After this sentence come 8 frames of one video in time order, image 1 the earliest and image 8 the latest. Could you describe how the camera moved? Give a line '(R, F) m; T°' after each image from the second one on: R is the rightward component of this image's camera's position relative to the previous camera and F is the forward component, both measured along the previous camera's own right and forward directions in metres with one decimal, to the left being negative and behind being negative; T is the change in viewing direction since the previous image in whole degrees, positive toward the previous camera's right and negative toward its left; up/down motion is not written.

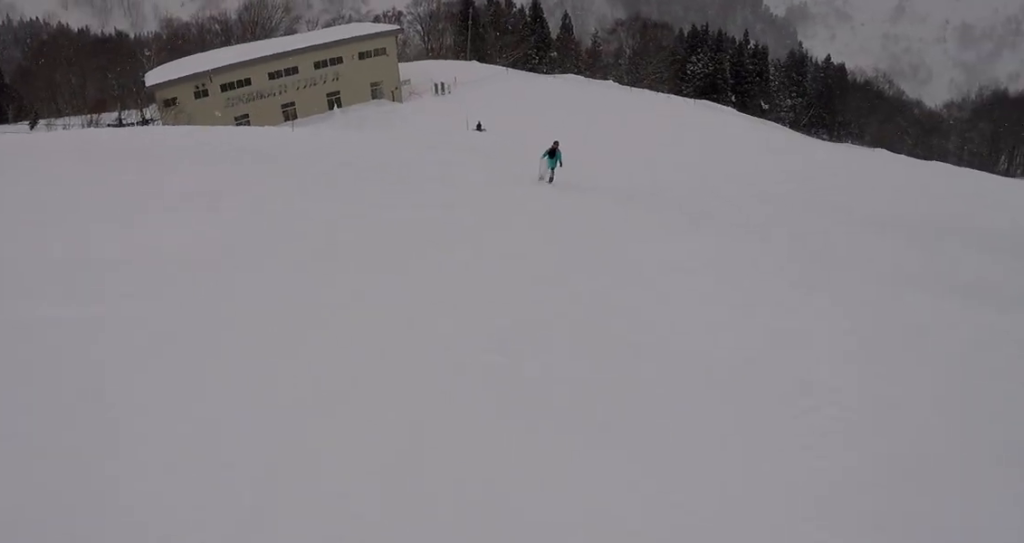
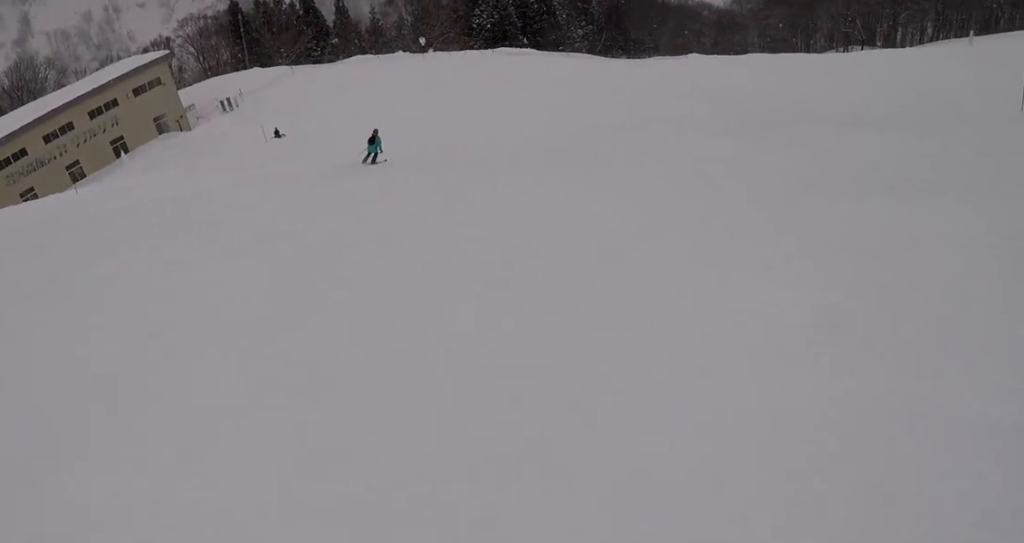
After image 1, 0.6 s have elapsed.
(-0.3, +2.6) m; +4°
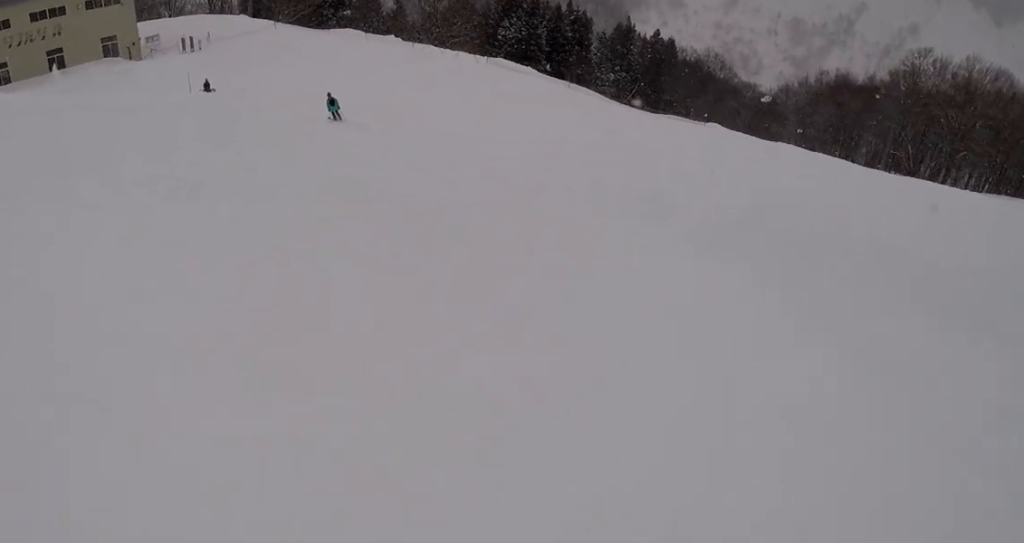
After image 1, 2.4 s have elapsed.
(+4.1, +8.9) m; +22°
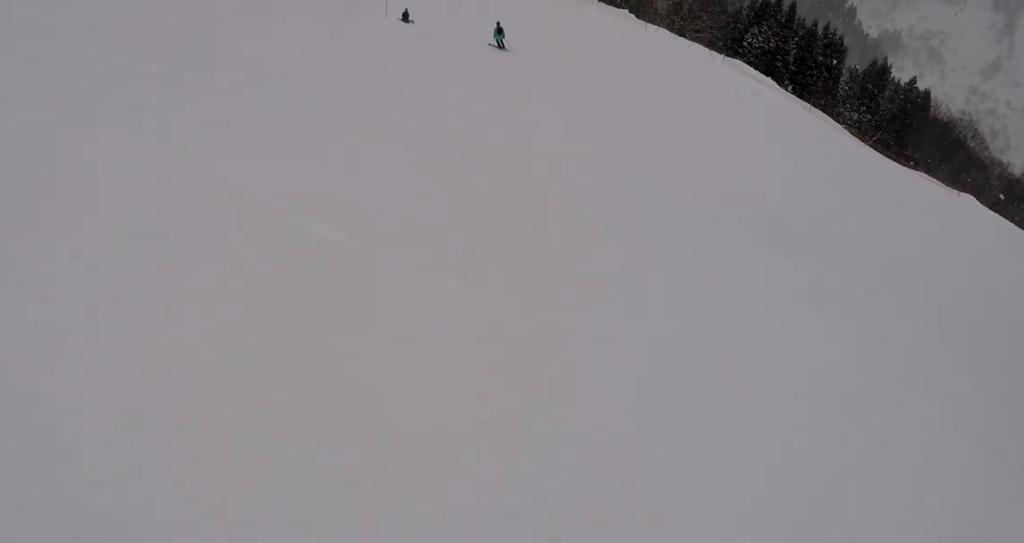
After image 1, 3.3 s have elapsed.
(-1.4, +5.4) m; -25°
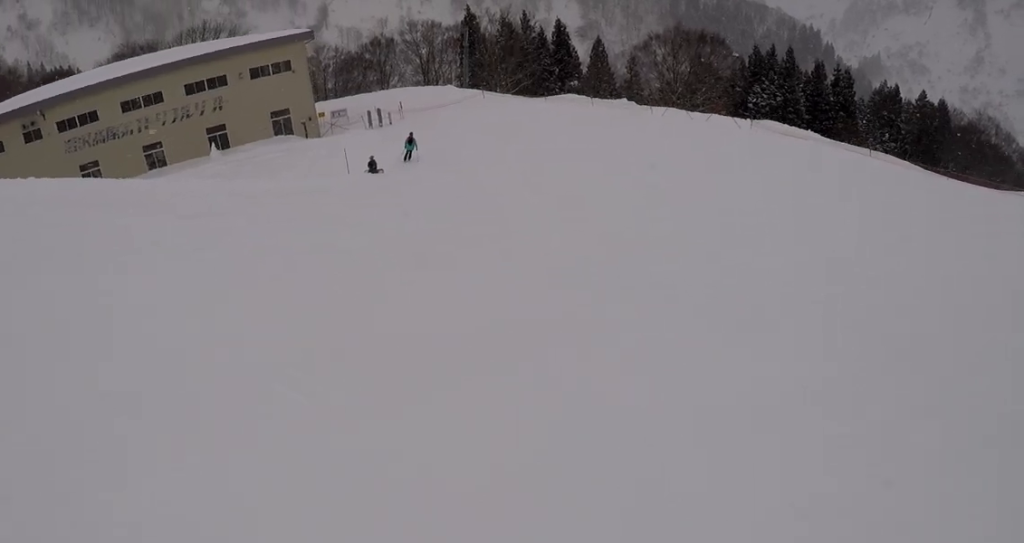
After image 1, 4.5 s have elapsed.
(-1.9, +8.0) m; -10°
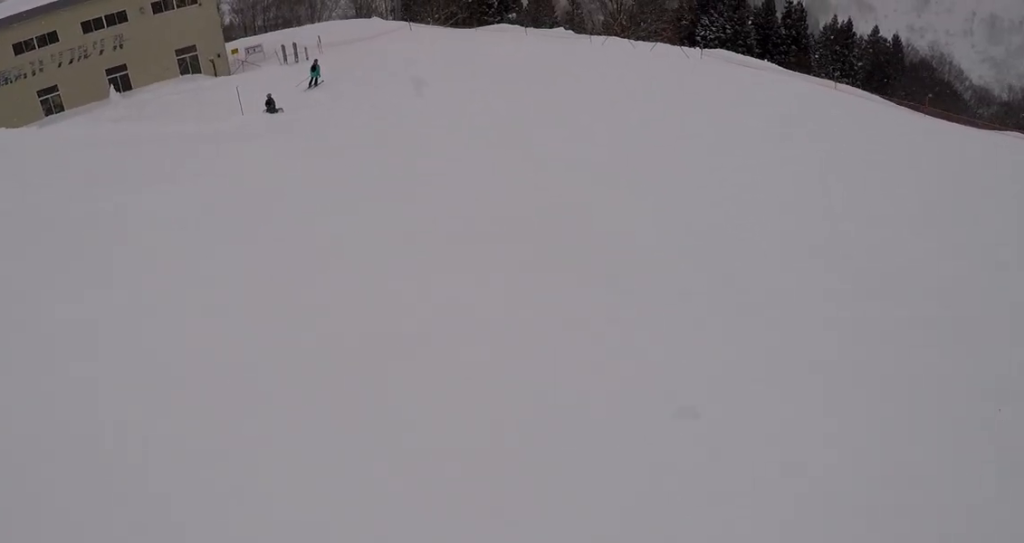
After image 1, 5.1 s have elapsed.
(+0.5, +4.2) m; +2°
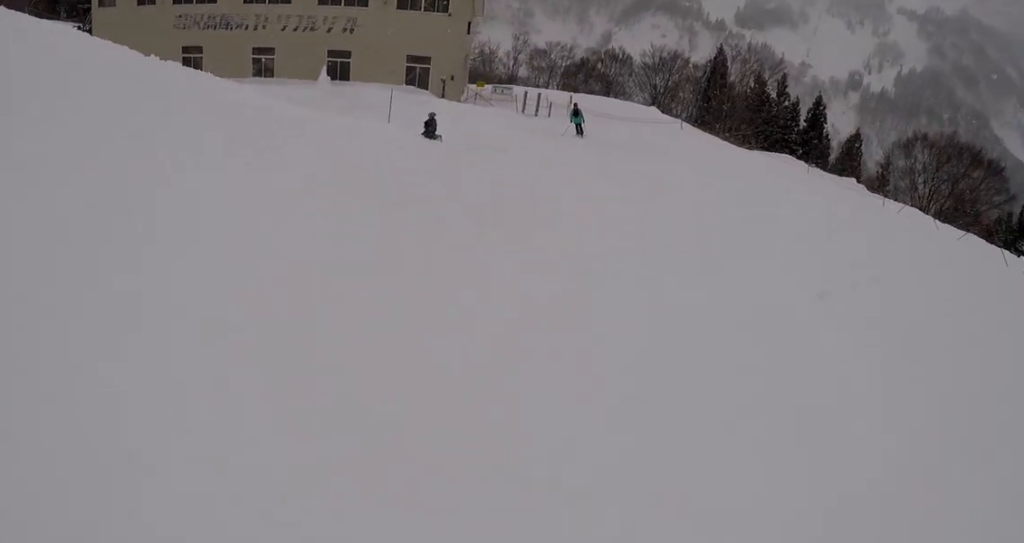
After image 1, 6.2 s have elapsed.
(+0.2, +8.6) m; -5°
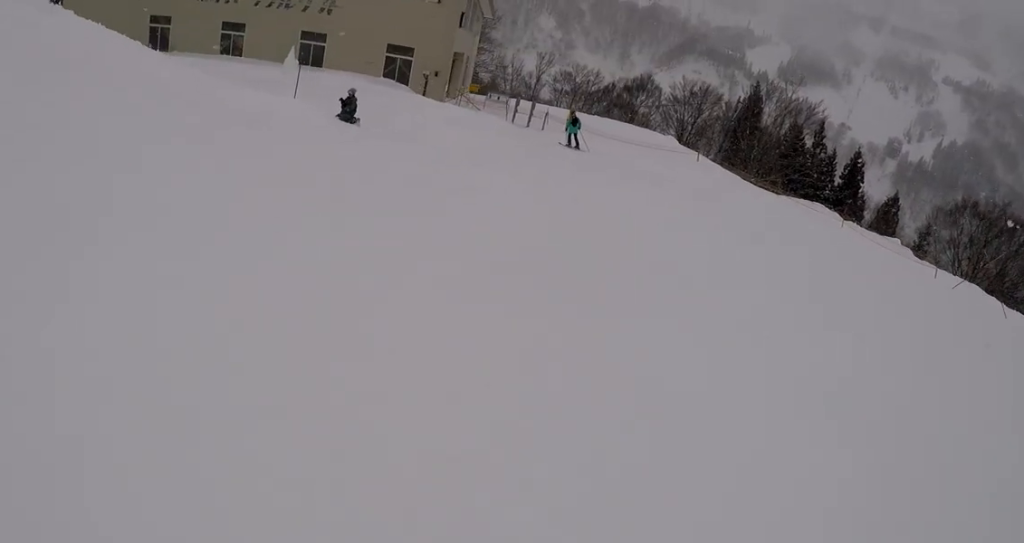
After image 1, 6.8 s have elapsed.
(-0.3, +5.2) m; -10°
